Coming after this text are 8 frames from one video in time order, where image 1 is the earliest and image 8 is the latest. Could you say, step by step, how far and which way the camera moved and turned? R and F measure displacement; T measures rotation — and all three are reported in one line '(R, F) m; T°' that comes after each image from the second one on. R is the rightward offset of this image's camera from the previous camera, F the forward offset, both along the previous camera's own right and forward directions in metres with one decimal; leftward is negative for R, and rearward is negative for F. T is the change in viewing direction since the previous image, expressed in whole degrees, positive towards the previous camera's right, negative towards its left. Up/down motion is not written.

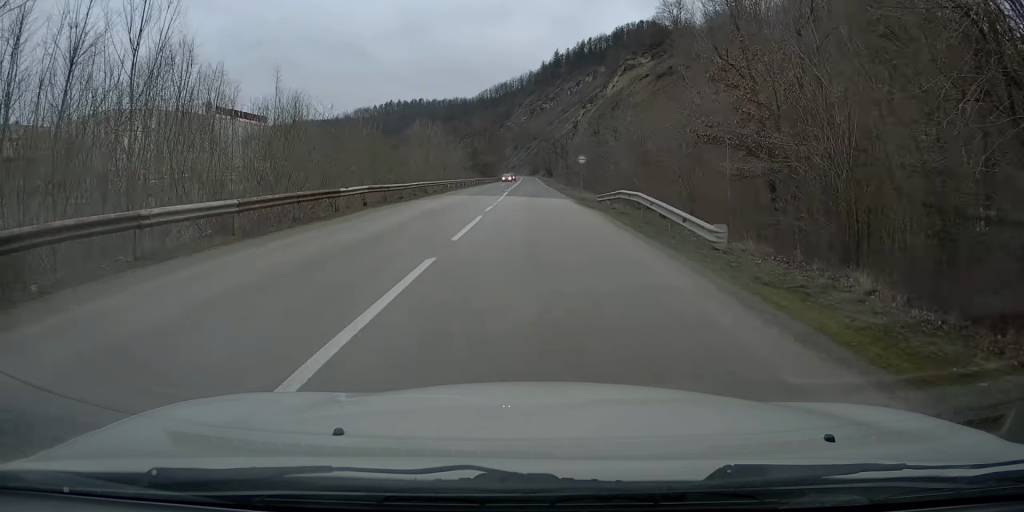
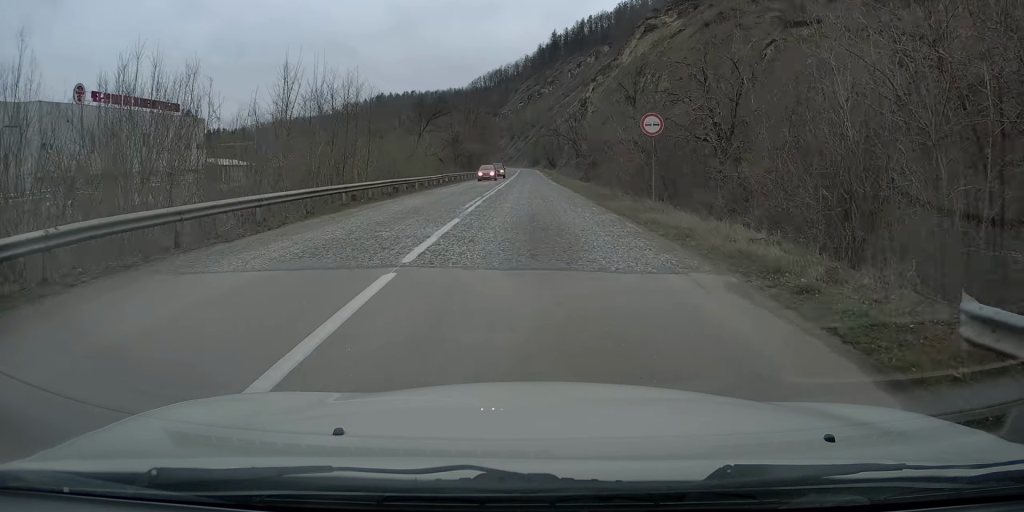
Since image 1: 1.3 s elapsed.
(+0.2, +28.9) m; 0°
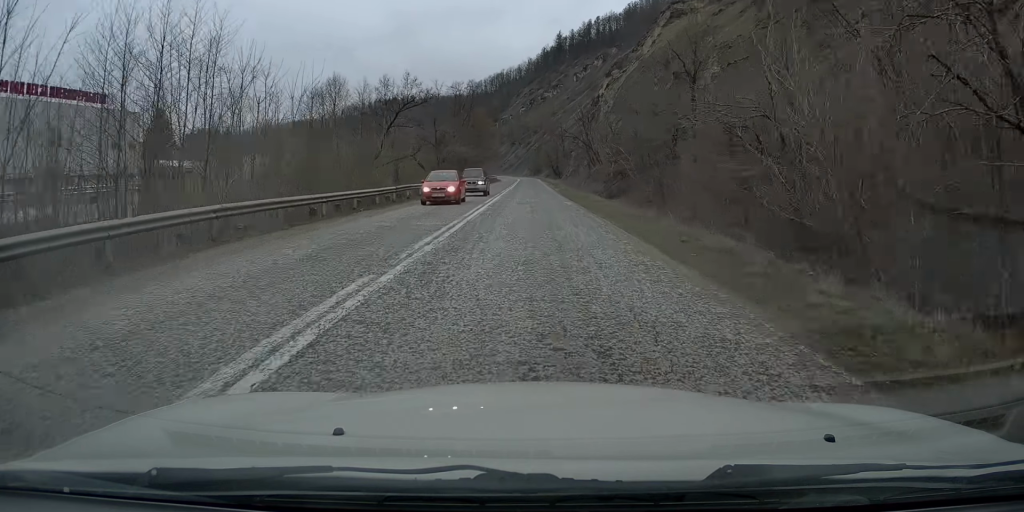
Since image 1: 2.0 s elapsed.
(0.0, +17.6) m; 0°
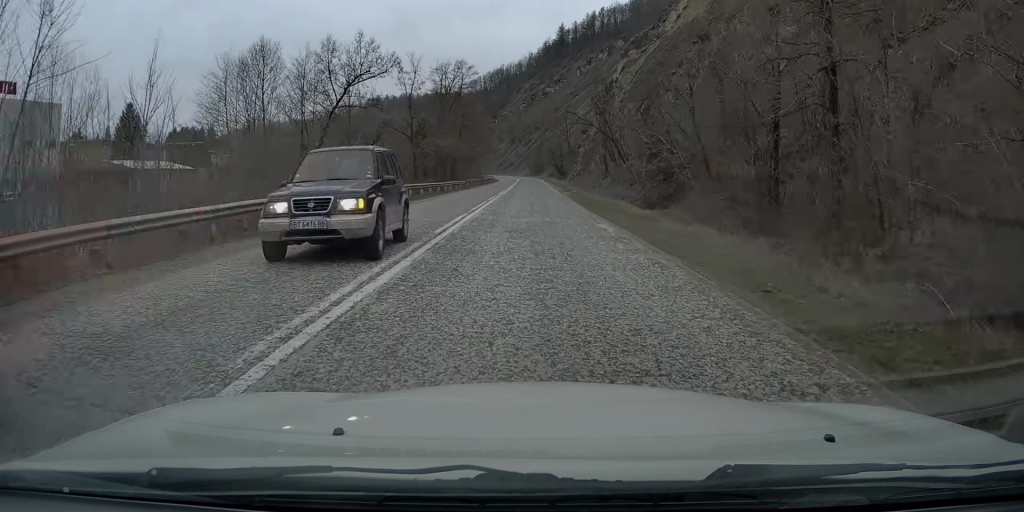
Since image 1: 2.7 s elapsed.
(0.0, +15.3) m; 0°
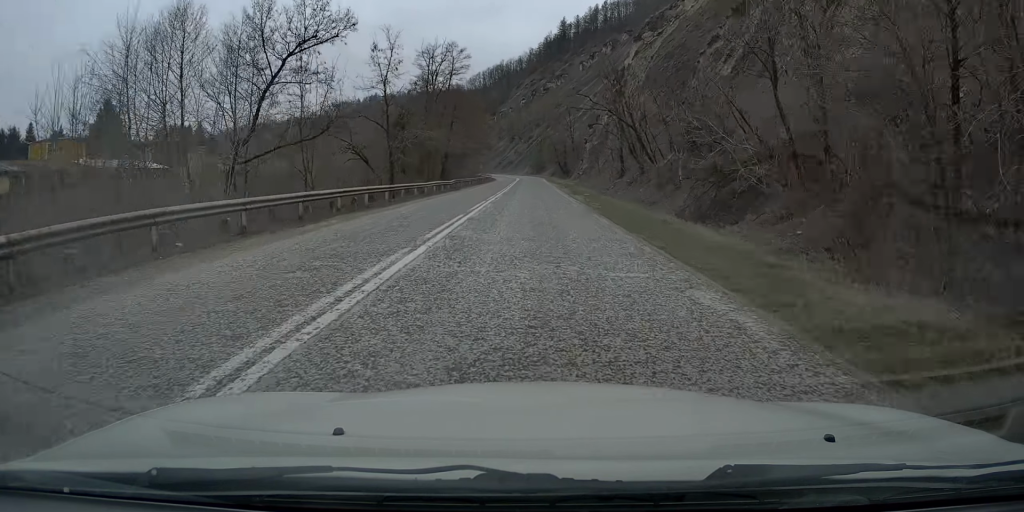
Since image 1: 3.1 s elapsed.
(0.0, +9.9) m; 0°
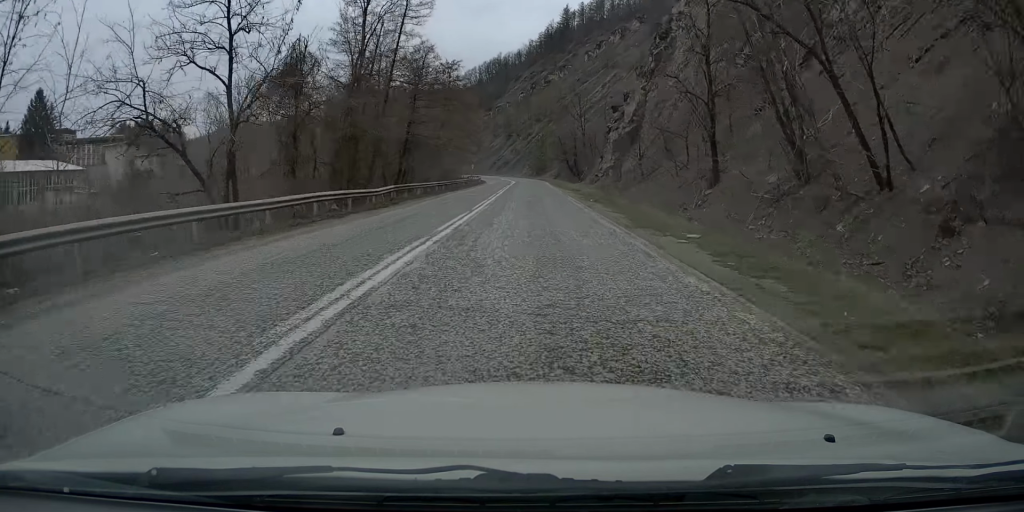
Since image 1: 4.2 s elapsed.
(-0.2, +25.2) m; -1°
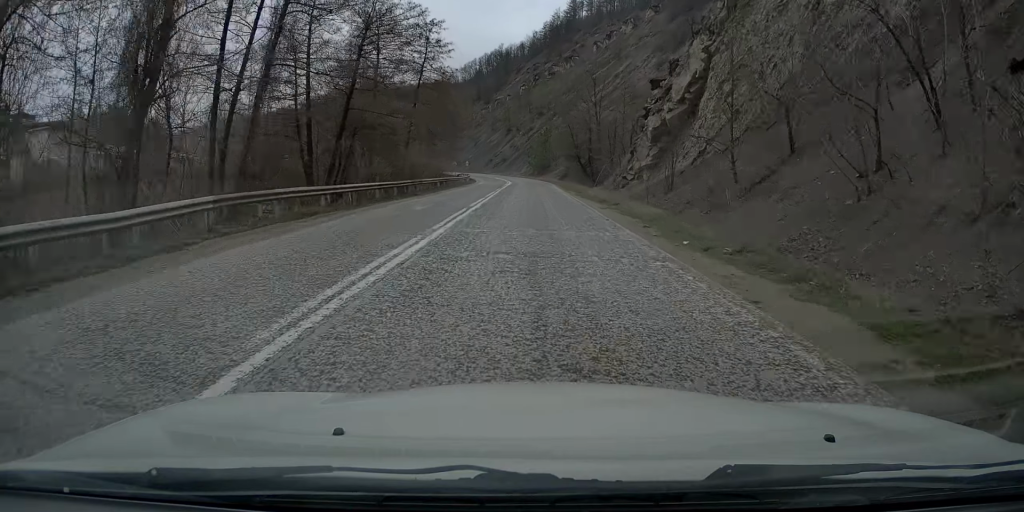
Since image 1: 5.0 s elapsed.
(-0.1, +18.4) m; 0°
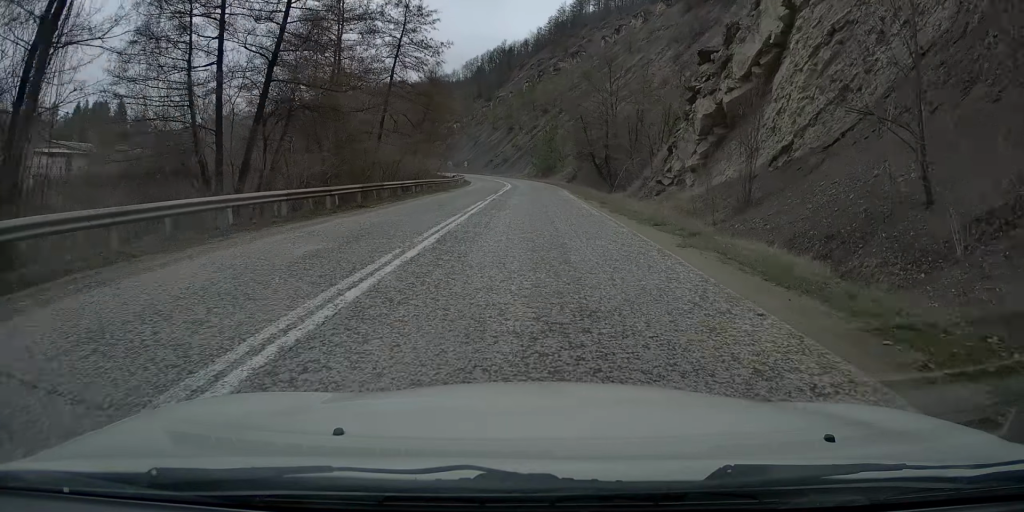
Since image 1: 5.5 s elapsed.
(0.0, +11.4) m; 0°
